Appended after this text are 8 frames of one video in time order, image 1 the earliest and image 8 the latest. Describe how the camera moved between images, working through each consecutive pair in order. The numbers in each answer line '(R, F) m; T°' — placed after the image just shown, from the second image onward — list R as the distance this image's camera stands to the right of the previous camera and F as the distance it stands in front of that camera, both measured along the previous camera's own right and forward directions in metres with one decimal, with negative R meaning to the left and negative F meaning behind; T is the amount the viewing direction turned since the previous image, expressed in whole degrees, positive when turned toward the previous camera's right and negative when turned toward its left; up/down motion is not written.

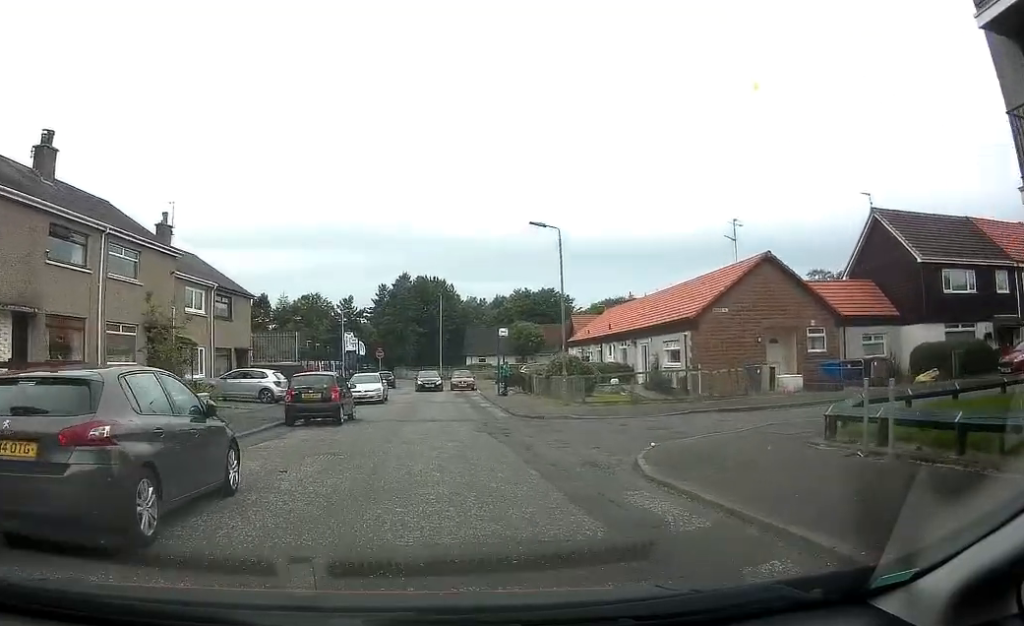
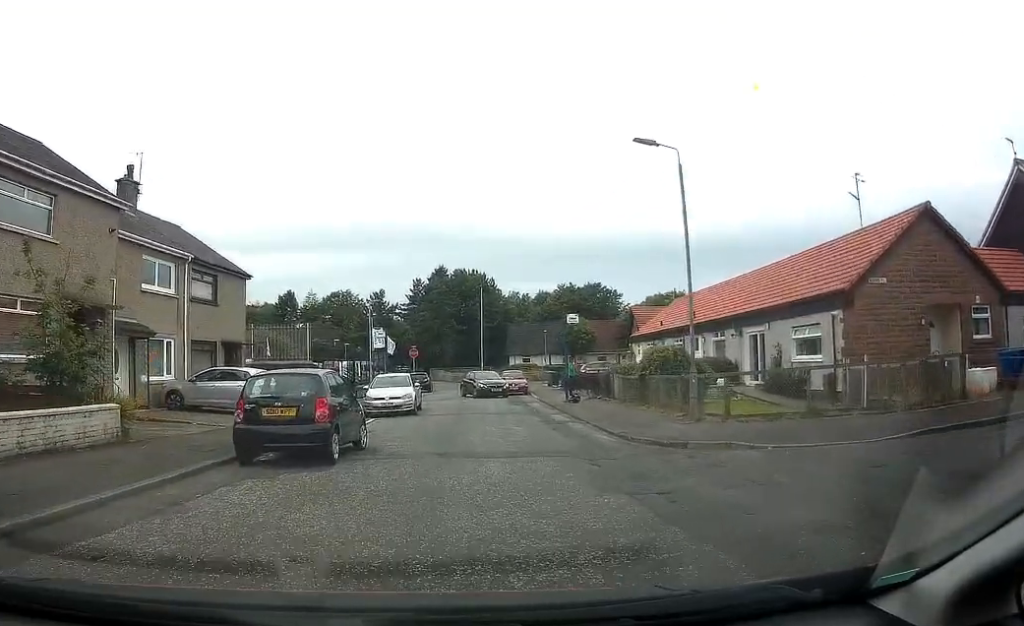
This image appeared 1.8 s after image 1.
(-0.7, +8.9) m; -7°
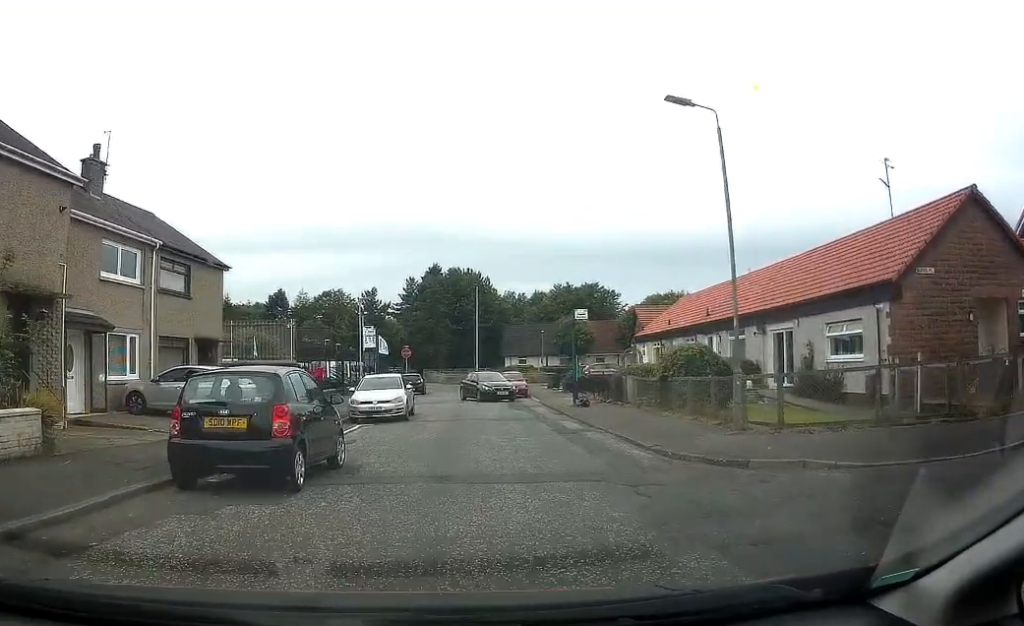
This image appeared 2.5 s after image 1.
(-0.3, +3.1) m; +3°
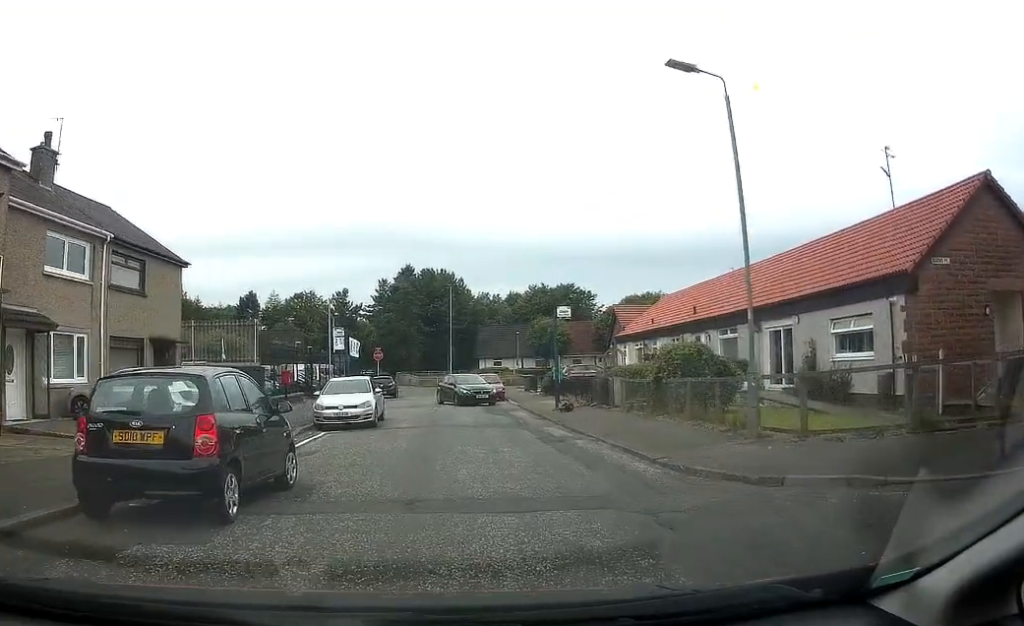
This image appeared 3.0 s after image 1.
(+0.3, +2.0) m; +3°
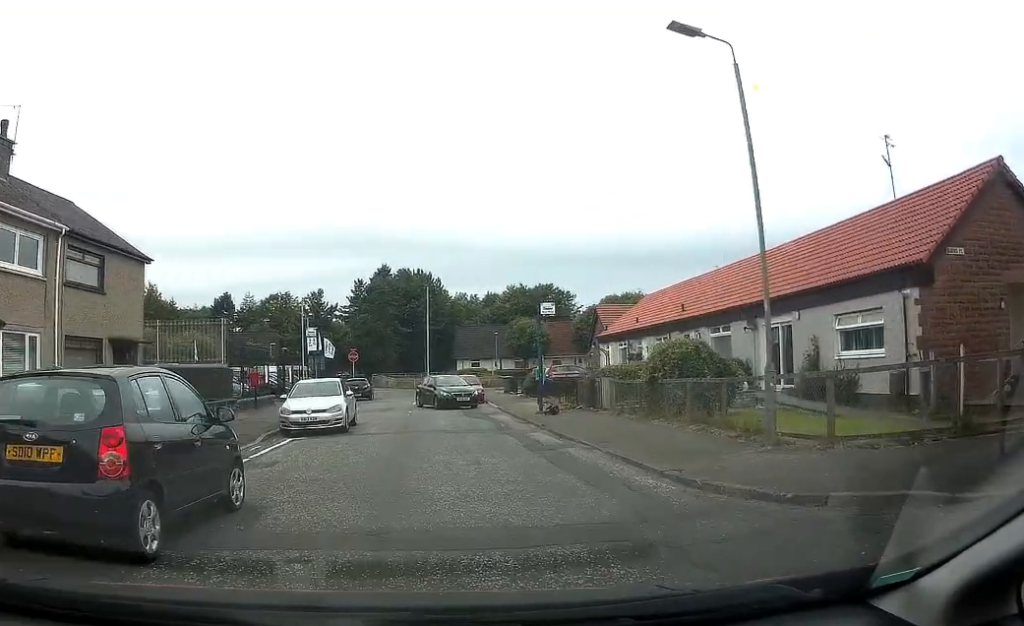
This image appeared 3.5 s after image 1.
(+0.2, +1.7) m; +3°
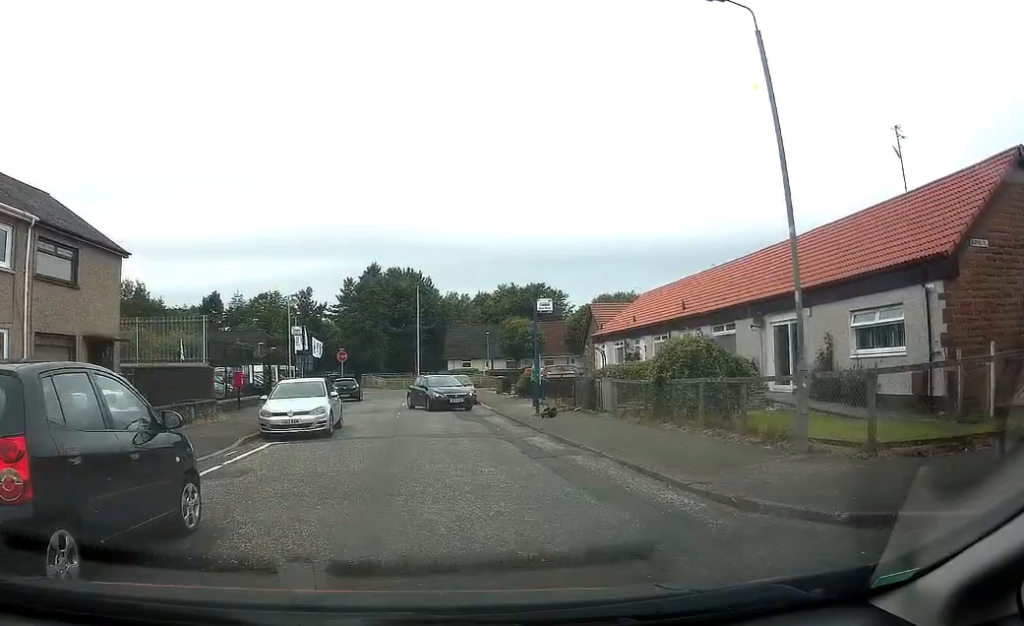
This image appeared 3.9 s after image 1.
(-0.1, +1.3) m; -2°
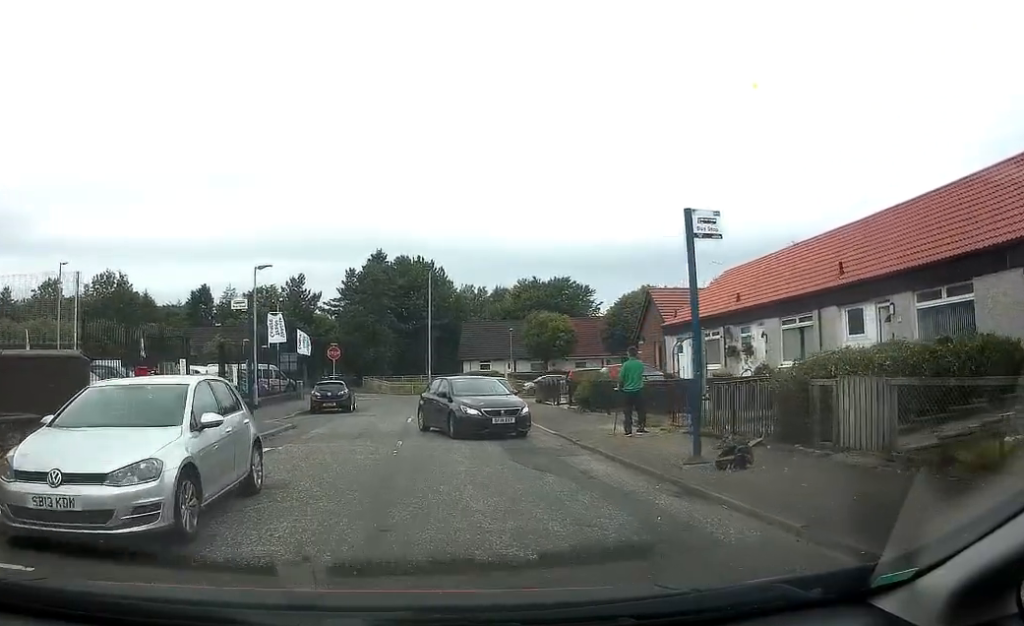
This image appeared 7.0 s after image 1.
(+0.4, +11.4) m; +7°
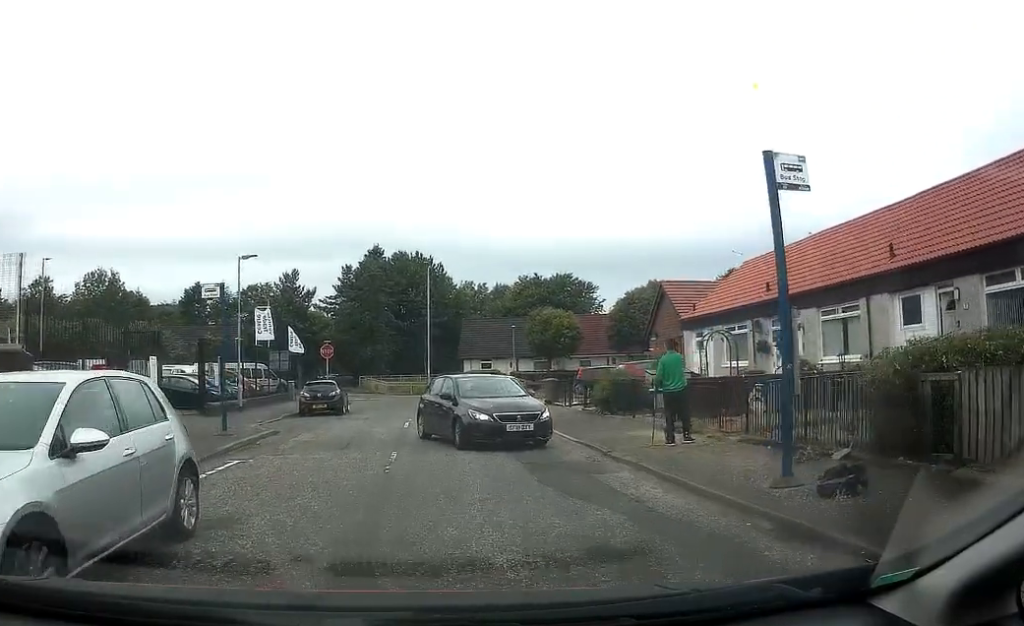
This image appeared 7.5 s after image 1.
(+0.2, +2.5) m; -1°
